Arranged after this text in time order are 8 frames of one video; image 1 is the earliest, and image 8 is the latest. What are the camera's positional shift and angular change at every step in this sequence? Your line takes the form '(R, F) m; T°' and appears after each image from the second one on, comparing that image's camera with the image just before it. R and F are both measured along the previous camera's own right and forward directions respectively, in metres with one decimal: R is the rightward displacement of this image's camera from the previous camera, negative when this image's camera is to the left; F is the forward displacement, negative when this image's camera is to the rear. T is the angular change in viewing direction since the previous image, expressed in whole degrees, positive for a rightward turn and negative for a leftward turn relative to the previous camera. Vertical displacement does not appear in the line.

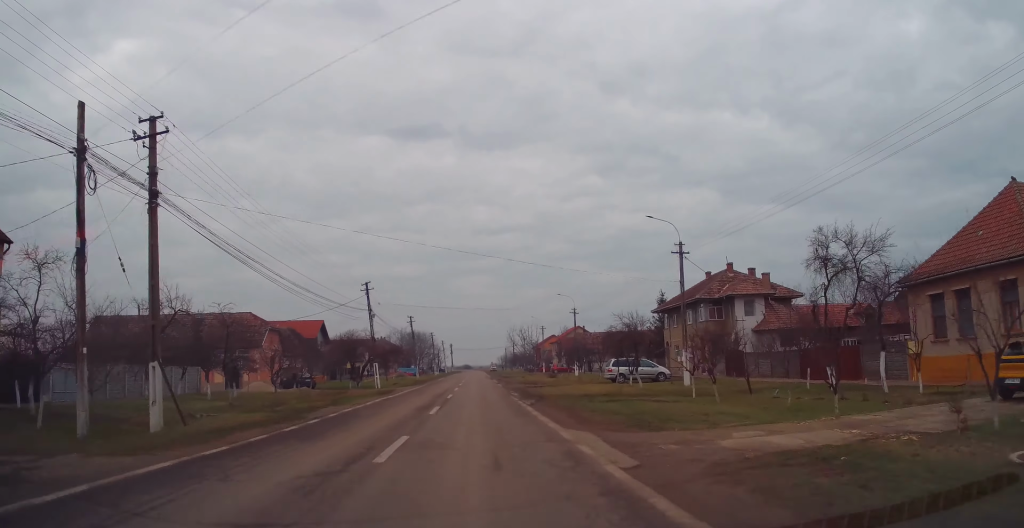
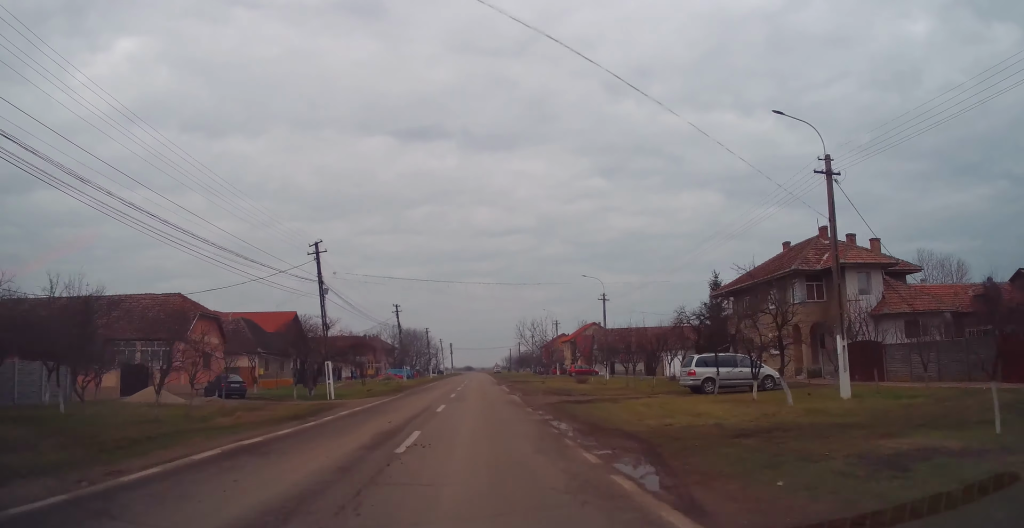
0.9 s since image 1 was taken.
(+0.1, +16.7) m; +1°
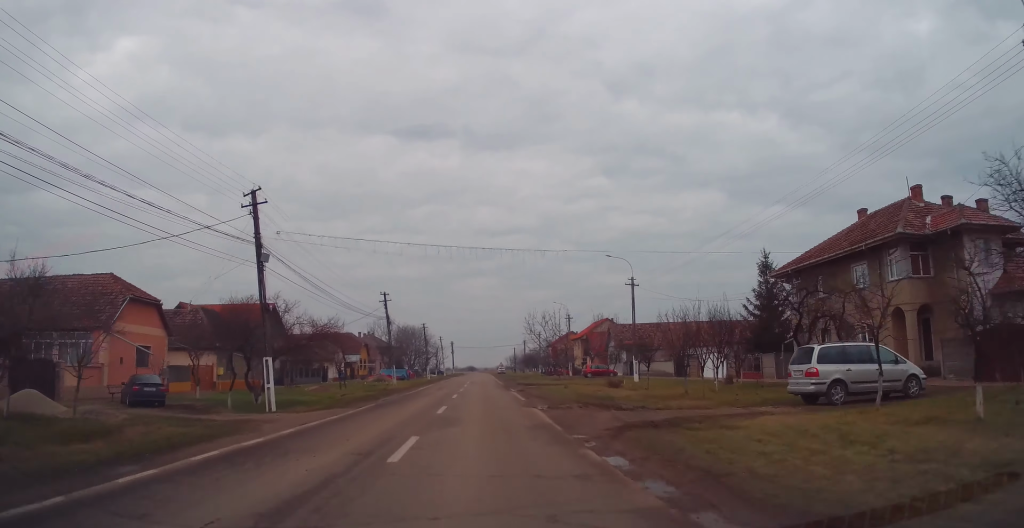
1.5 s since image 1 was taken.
(+0.2, +10.2) m; 0°
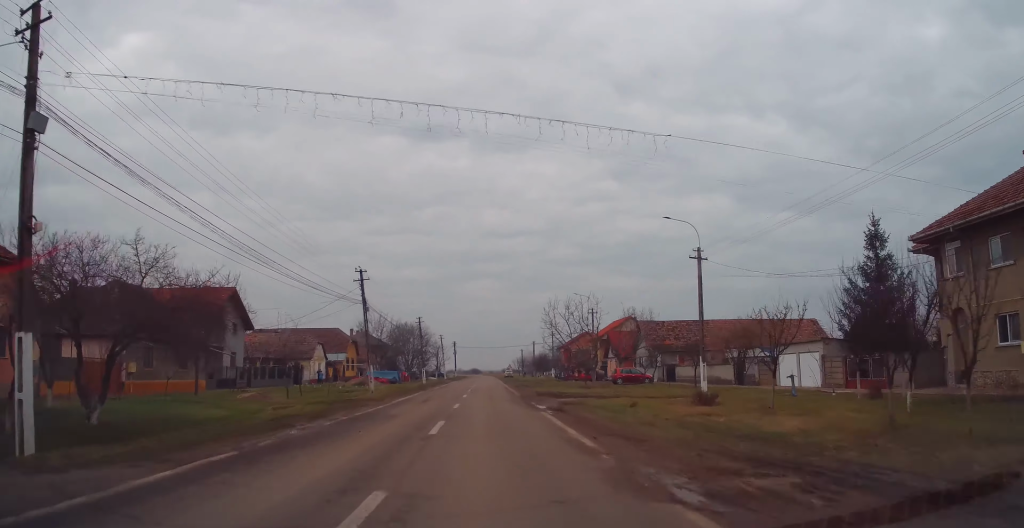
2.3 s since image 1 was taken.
(-0.2, +14.0) m; -1°
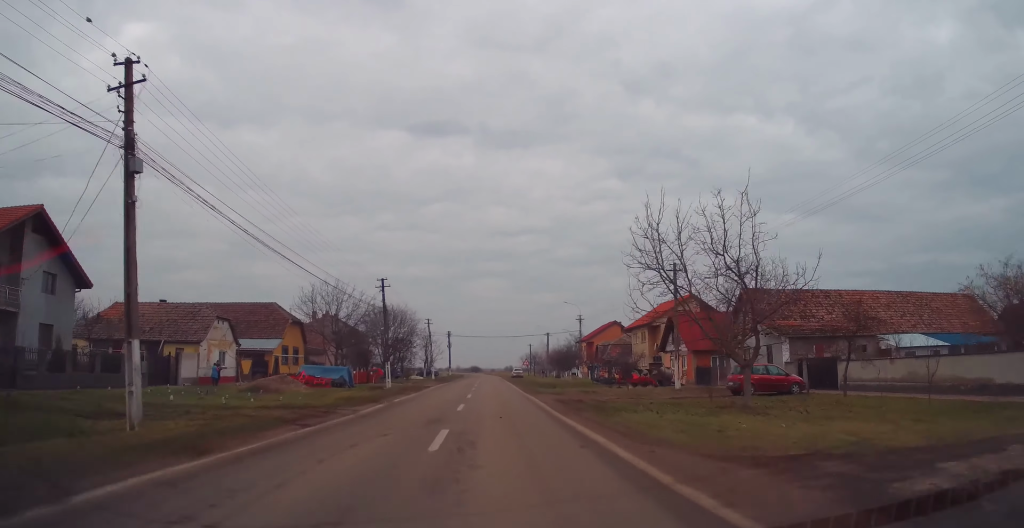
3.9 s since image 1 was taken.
(-0.2, +29.7) m; 0°
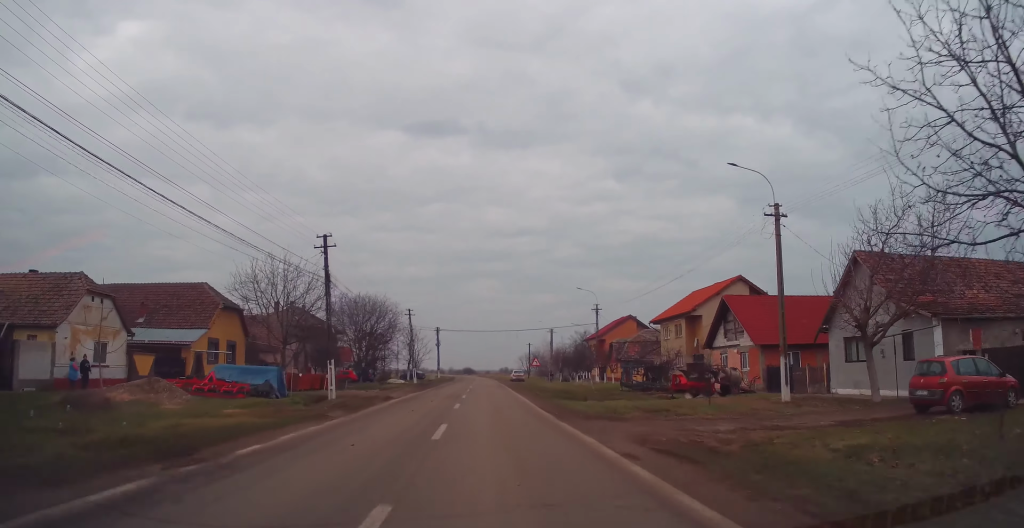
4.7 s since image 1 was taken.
(+0.2, +15.7) m; 0°
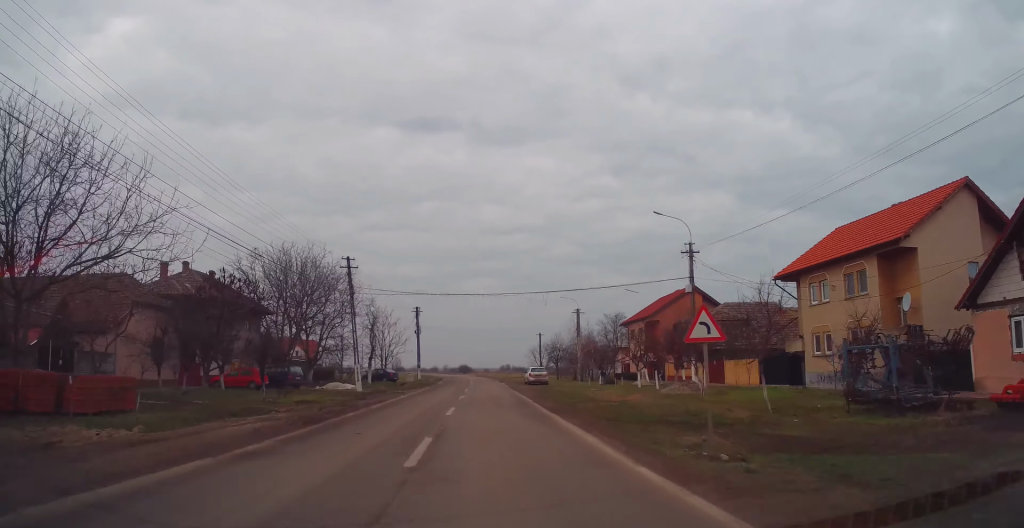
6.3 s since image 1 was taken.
(+0.1, +30.3) m; +2°
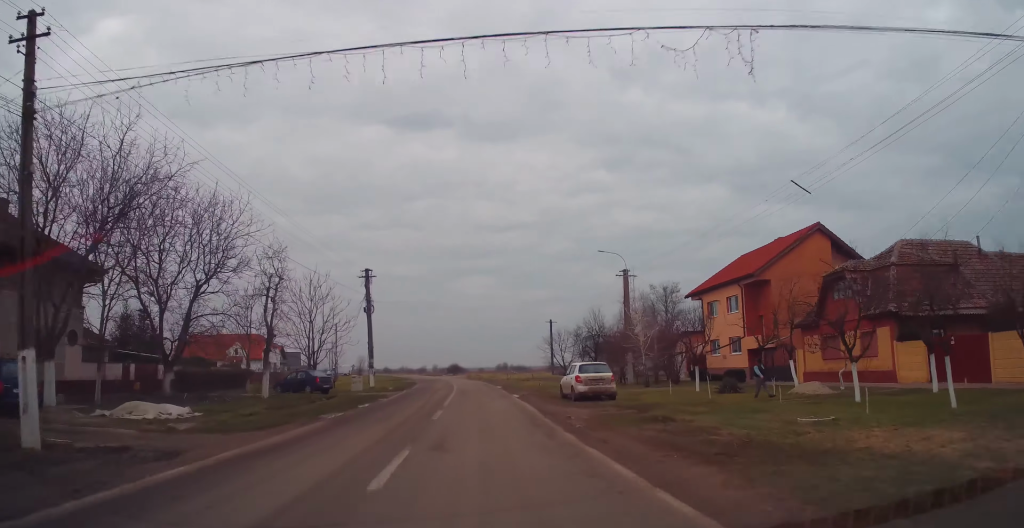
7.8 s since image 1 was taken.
(-0.1, +28.3) m; -1°
